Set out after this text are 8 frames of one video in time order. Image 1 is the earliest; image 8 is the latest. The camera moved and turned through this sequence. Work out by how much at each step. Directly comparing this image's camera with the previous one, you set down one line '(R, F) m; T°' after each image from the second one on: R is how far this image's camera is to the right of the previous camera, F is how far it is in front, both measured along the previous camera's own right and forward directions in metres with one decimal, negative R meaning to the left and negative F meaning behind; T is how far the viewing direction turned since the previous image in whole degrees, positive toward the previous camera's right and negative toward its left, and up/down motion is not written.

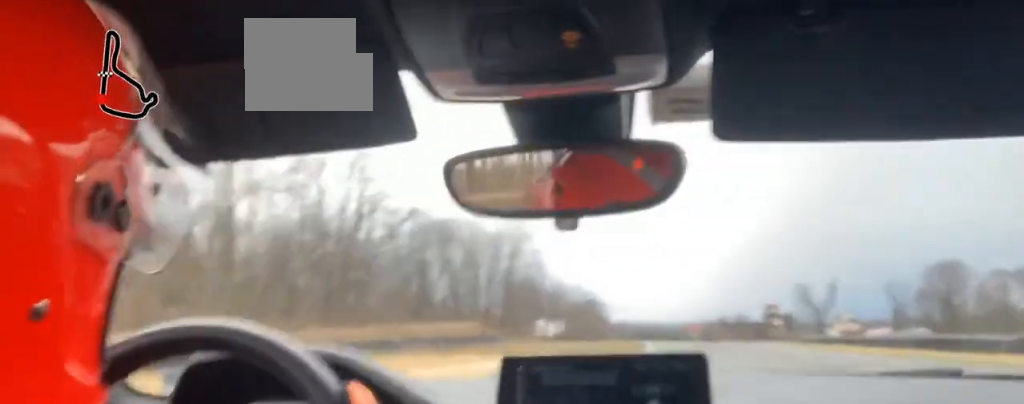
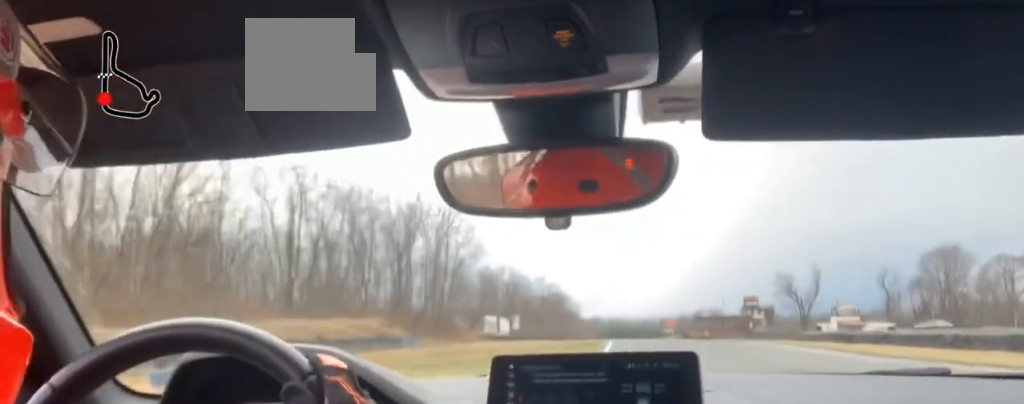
(+1.3, +24.2) m; +3°
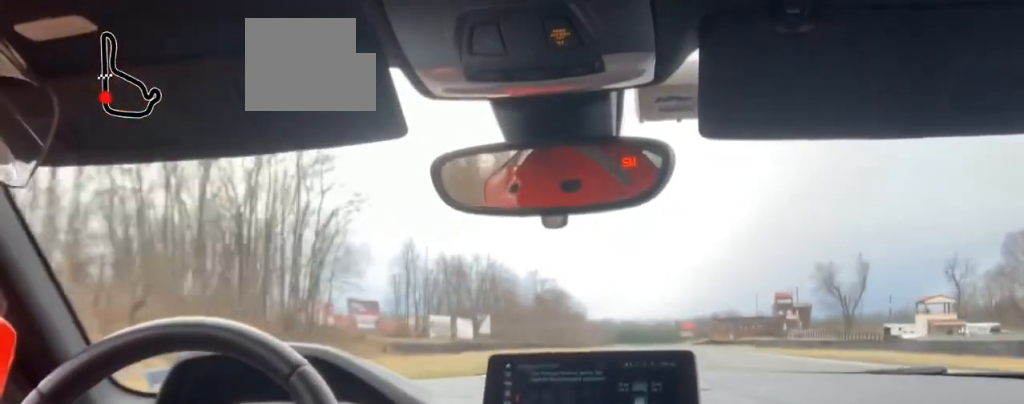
(+0.7, +39.2) m; 0°
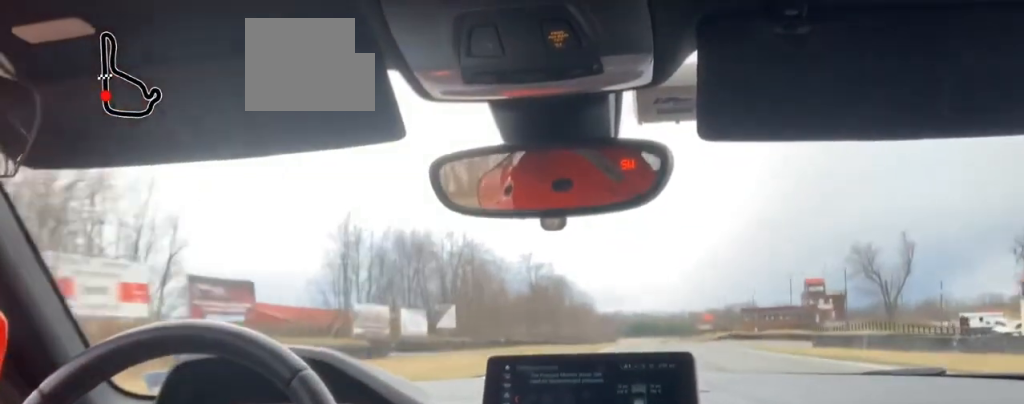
(-0.3, +27.9) m; -1°
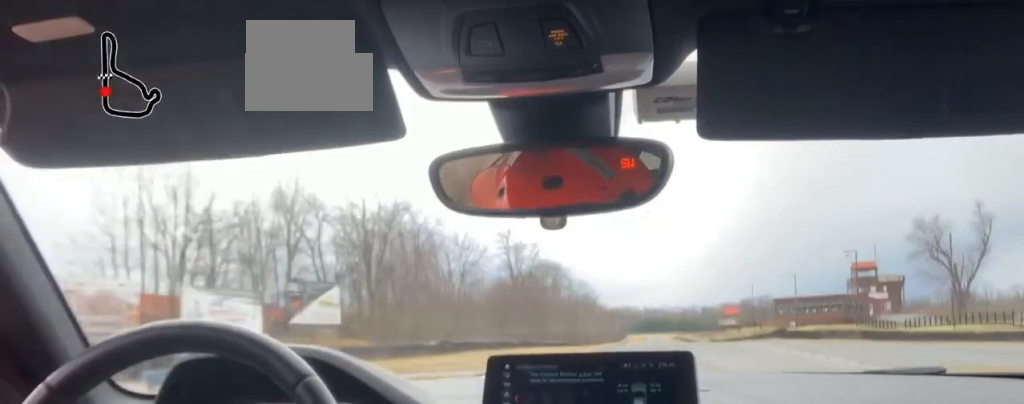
(-0.5, +38.4) m; -1°
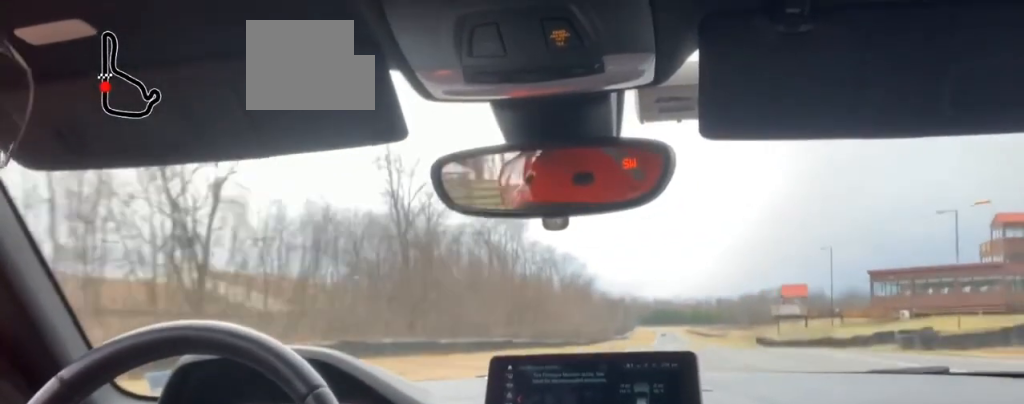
(-1.0, +68.7) m; -1°
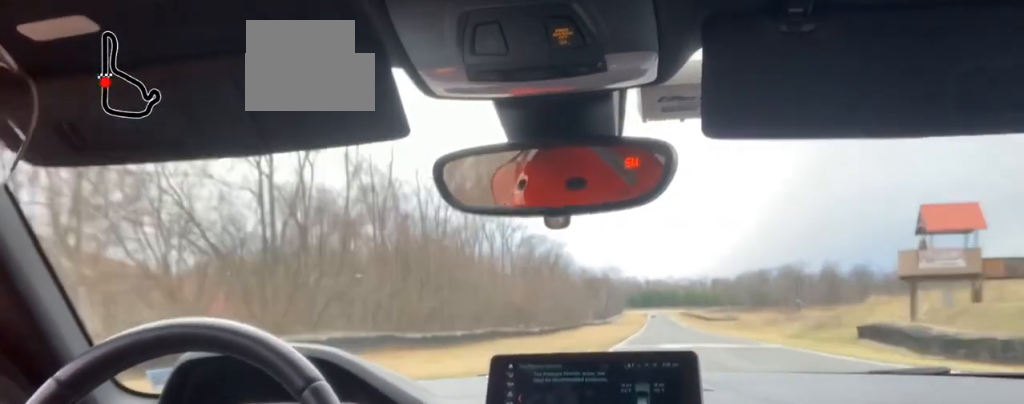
(-0.3, +64.0) m; -1°
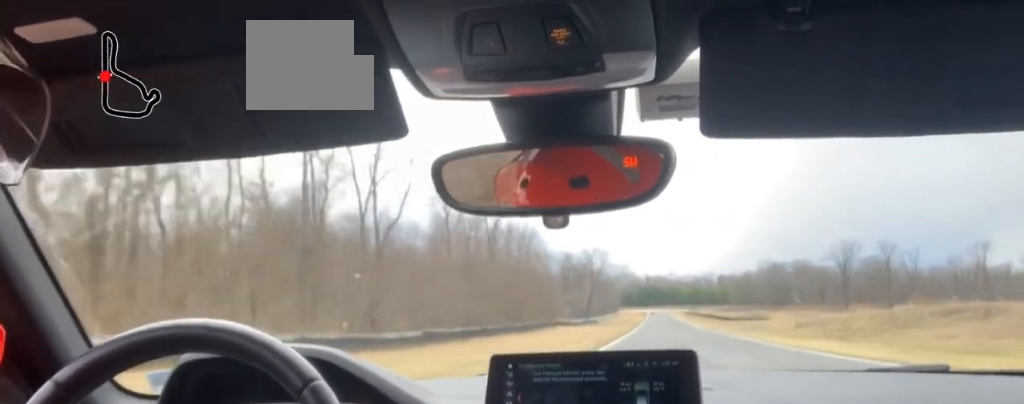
(+0.3, +73.0) m; +2°
